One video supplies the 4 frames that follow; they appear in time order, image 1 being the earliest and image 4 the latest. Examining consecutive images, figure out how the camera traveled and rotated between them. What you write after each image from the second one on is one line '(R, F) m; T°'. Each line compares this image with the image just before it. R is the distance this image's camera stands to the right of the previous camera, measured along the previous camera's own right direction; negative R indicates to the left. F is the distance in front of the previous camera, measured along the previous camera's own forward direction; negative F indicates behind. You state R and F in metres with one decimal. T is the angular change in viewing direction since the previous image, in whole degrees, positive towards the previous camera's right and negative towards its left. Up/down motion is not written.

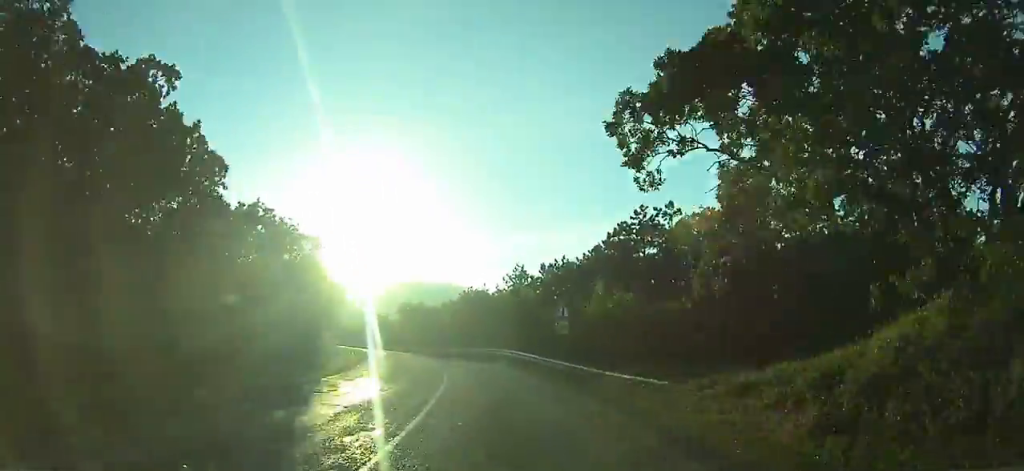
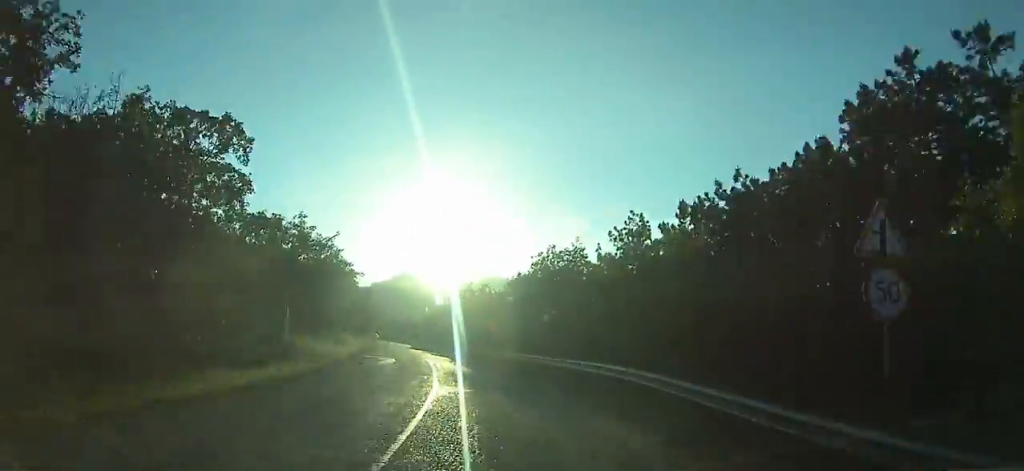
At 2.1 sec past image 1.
(-1.5, +20.7) m; -7°
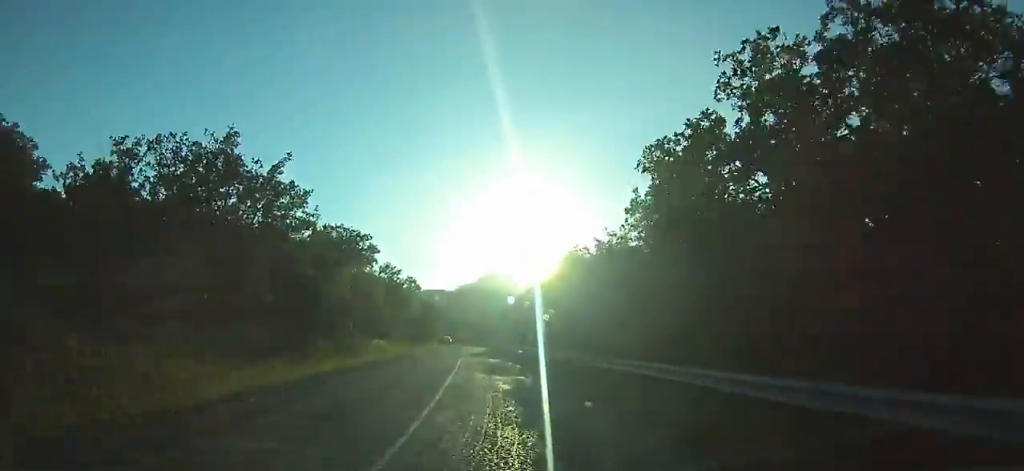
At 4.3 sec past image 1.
(-1.6, +21.2) m; -7°
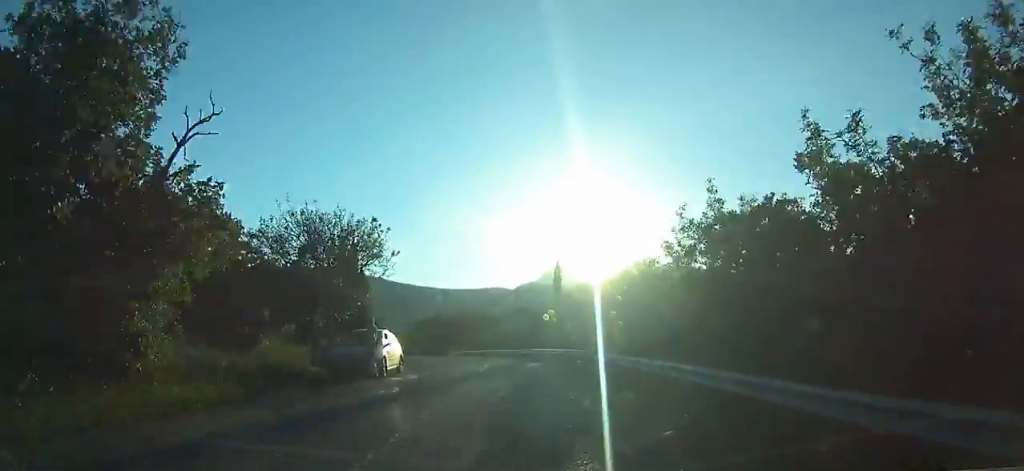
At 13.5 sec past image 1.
(-8.3, +86.1) m; -10°
